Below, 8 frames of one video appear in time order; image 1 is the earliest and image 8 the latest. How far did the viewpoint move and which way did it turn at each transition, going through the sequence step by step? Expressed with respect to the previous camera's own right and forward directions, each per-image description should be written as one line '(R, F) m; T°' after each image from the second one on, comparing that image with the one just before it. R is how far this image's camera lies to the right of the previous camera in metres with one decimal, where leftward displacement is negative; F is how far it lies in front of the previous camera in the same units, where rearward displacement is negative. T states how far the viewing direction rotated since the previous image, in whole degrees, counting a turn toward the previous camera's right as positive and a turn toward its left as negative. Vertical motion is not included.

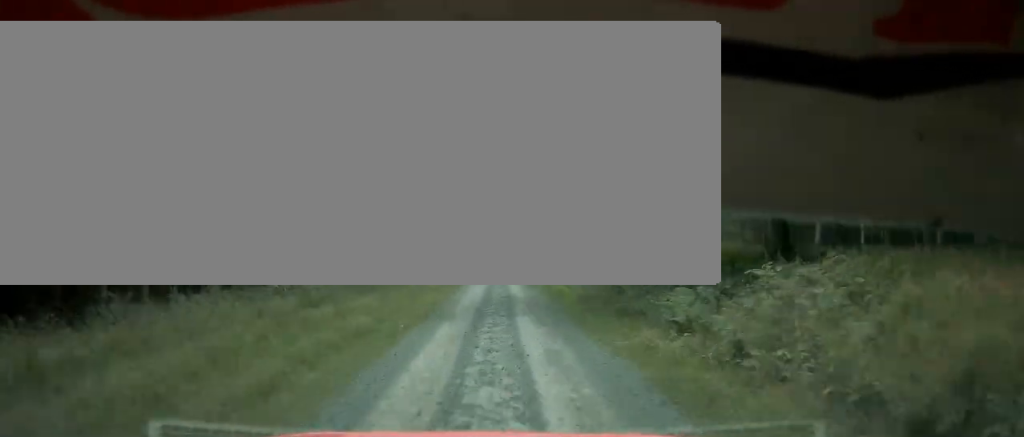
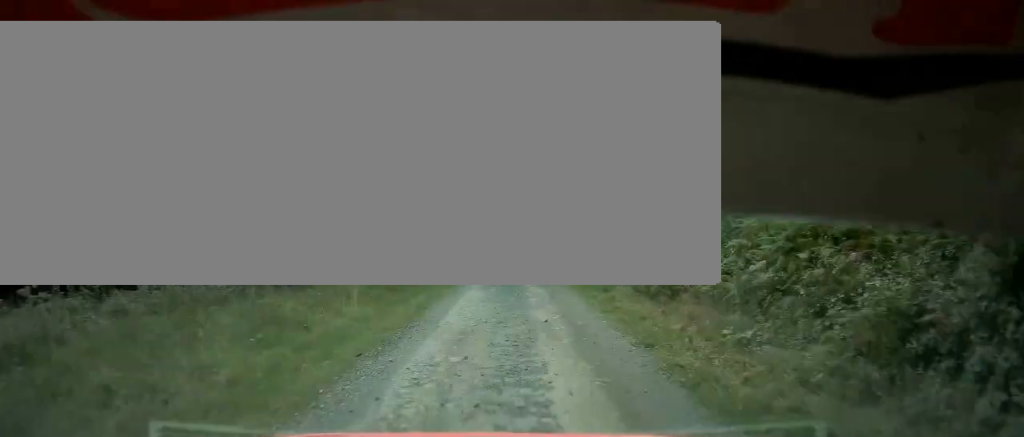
(+0.2, +26.4) m; 0°
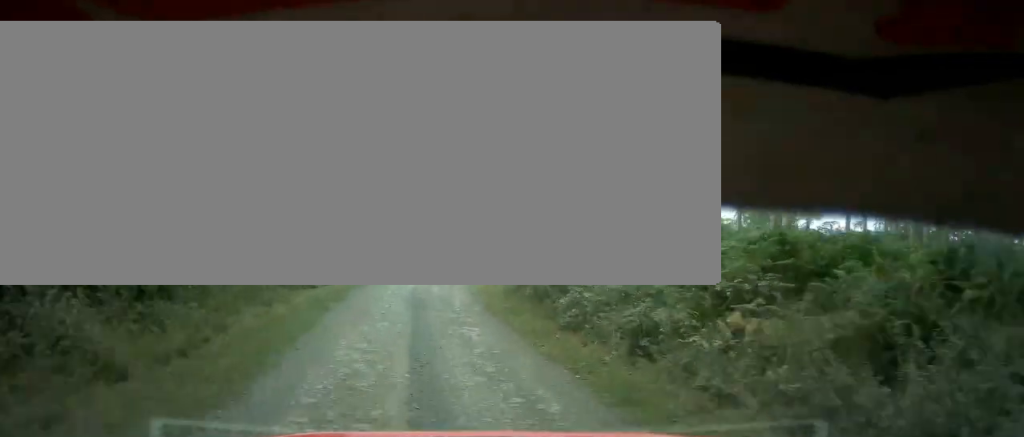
(-0.4, +45.2) m; -1°
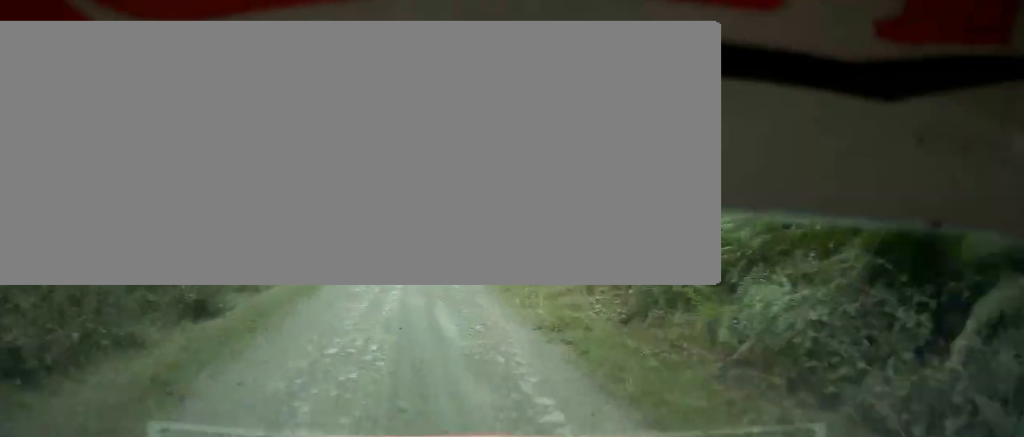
(+0.1, +9.9) m; 0°
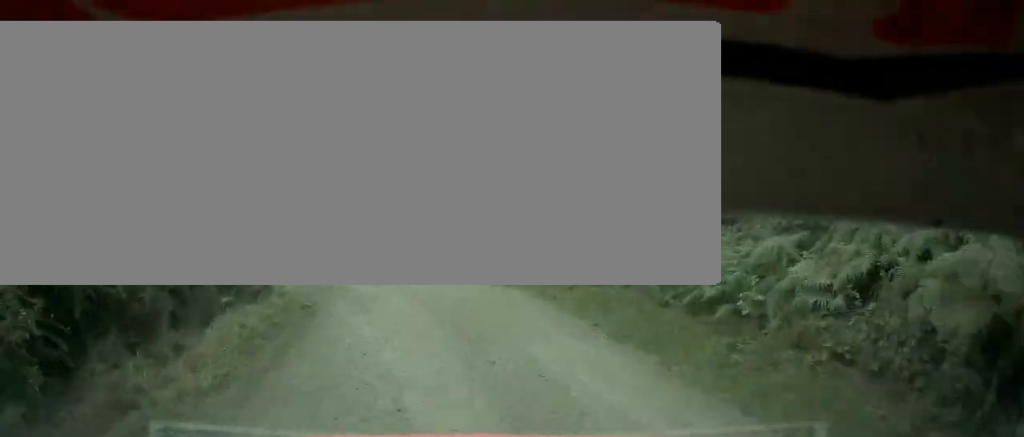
(+0.3, +26.7) m; -8°
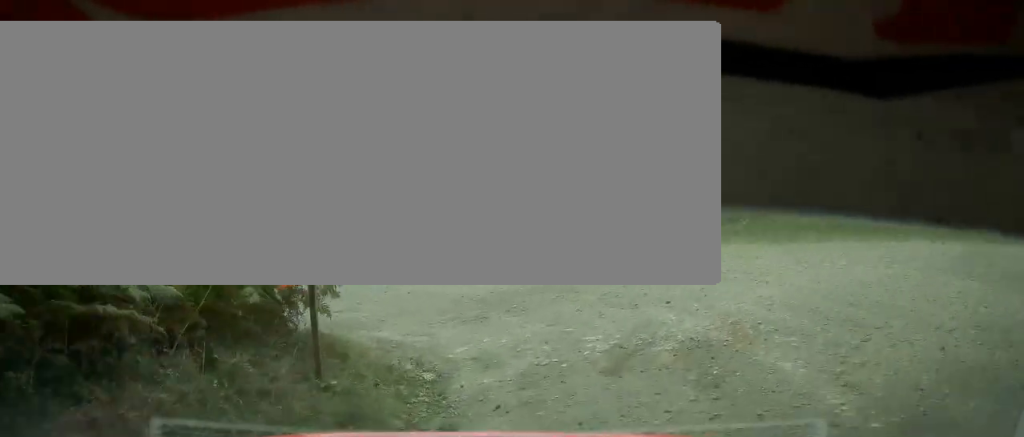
(-4.9, +10.9) m; -114°
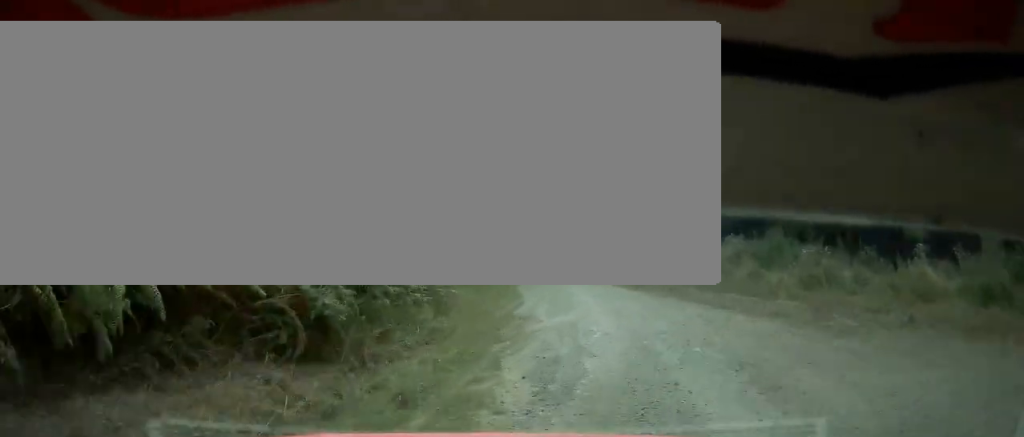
(-7.5, +28.0) m; -12°
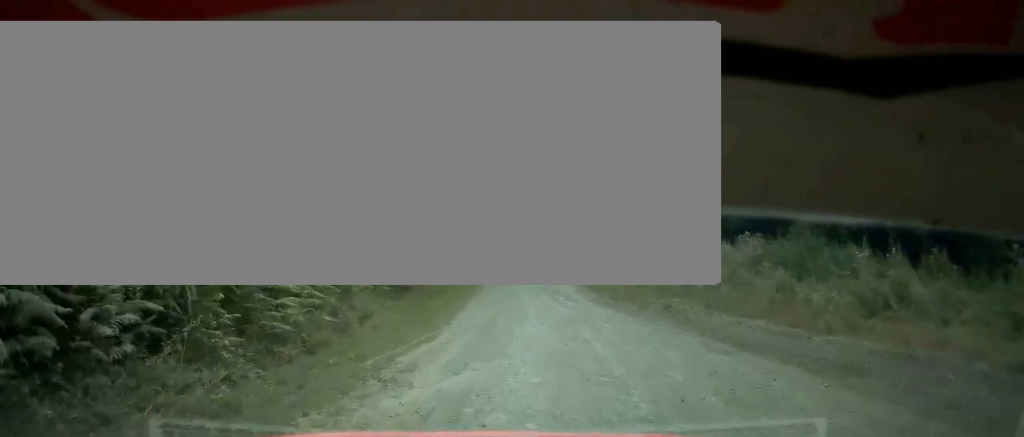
(+0.1, +9.5) m; +2°
